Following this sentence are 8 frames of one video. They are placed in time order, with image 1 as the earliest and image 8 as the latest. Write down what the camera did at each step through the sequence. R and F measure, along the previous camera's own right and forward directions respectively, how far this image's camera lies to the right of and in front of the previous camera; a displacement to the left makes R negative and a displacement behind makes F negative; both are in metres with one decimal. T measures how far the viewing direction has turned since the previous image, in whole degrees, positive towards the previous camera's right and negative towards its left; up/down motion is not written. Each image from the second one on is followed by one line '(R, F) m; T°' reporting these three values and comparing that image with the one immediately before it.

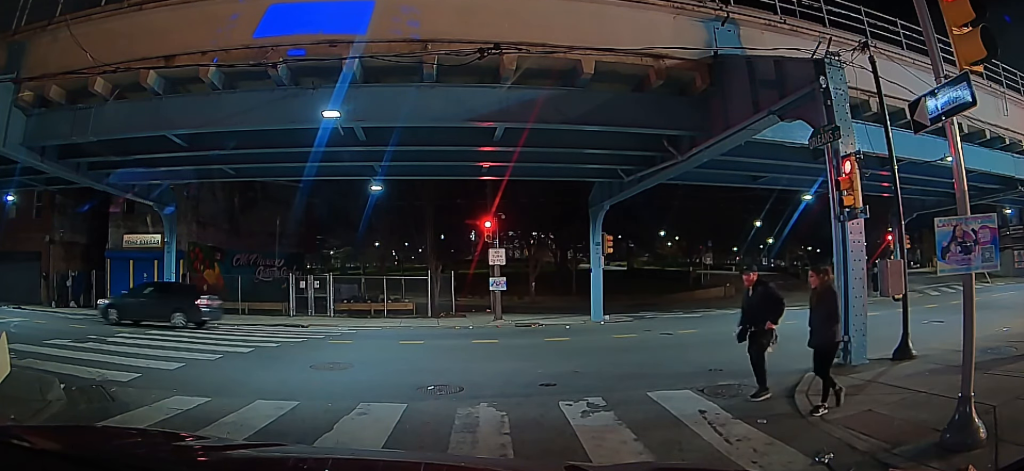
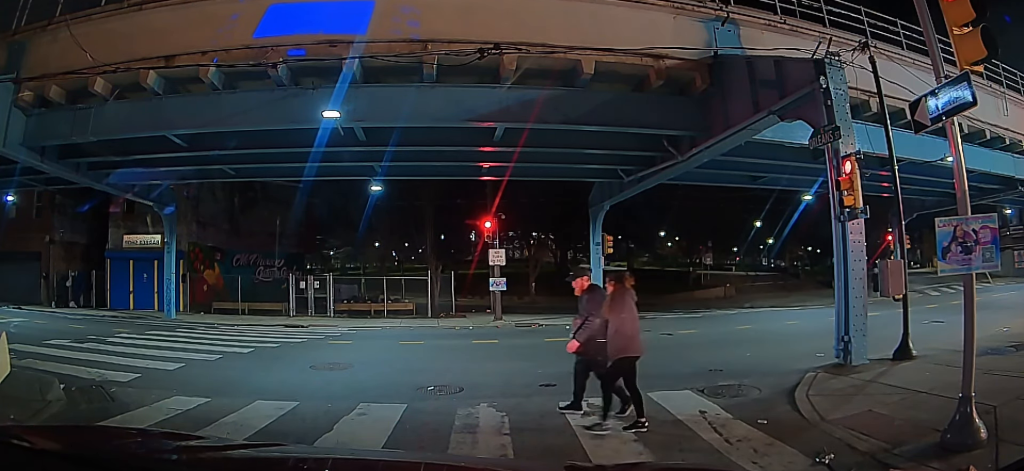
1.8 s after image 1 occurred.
(0.0, 0.0) m; 0°
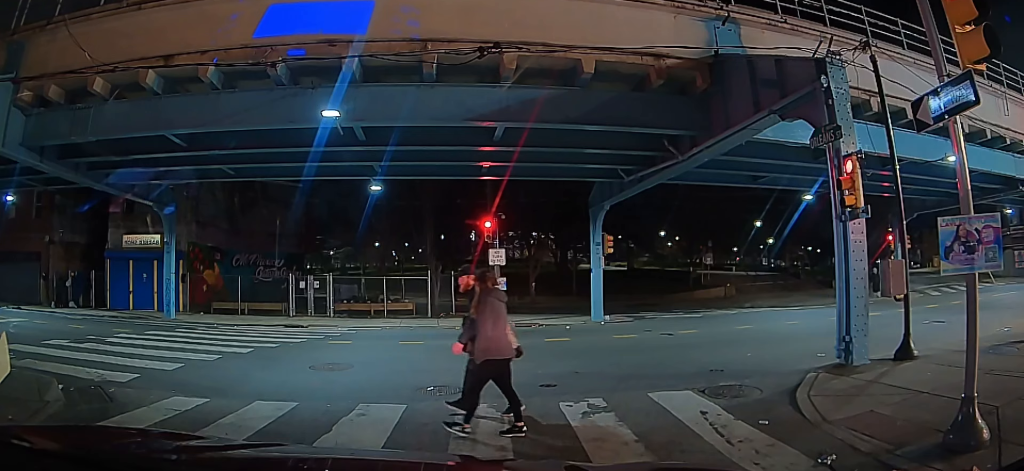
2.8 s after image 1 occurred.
(0.0, 0.0) m; 0°
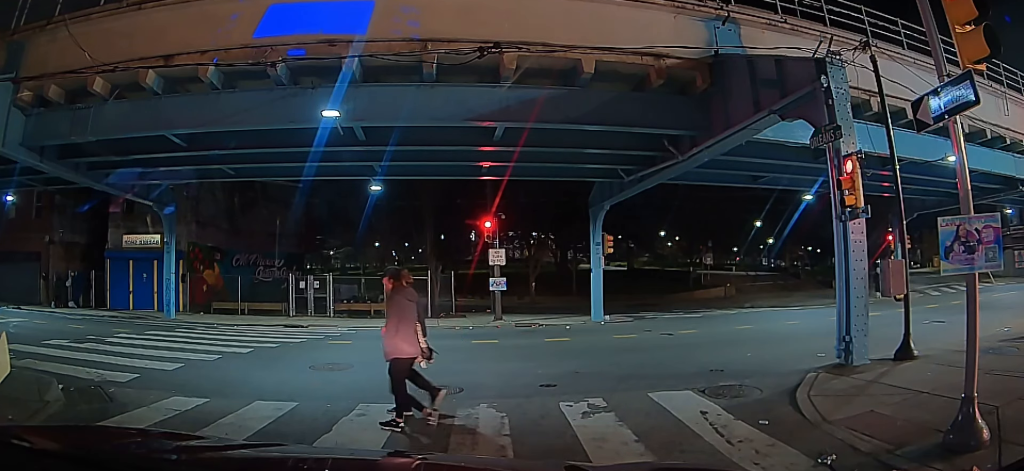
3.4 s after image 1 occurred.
(0.0, 0.0) m; 0°
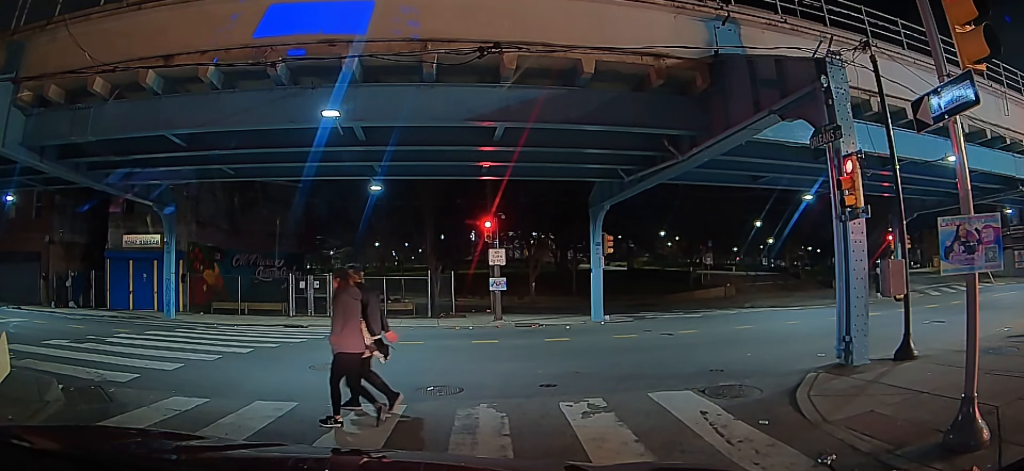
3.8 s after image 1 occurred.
(0.0, 0.0) m; 0°
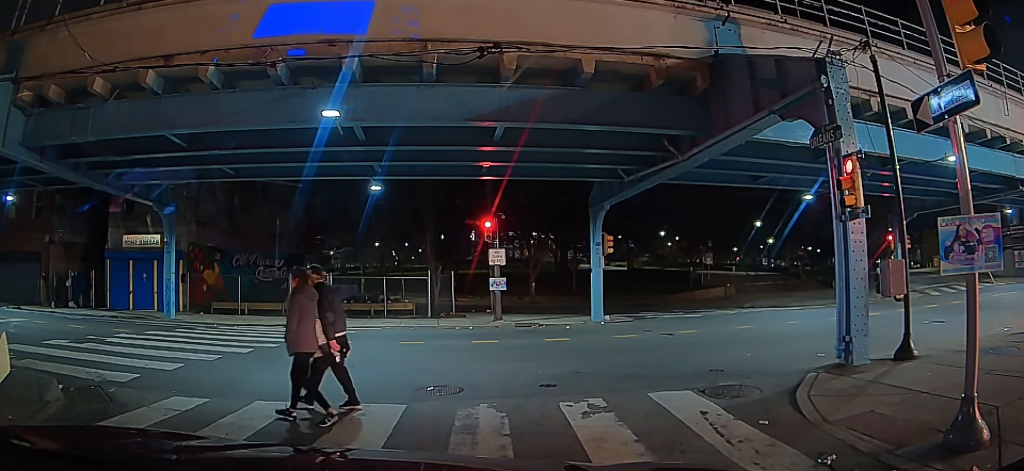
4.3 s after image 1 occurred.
(0.0, 0.0) m; 0°
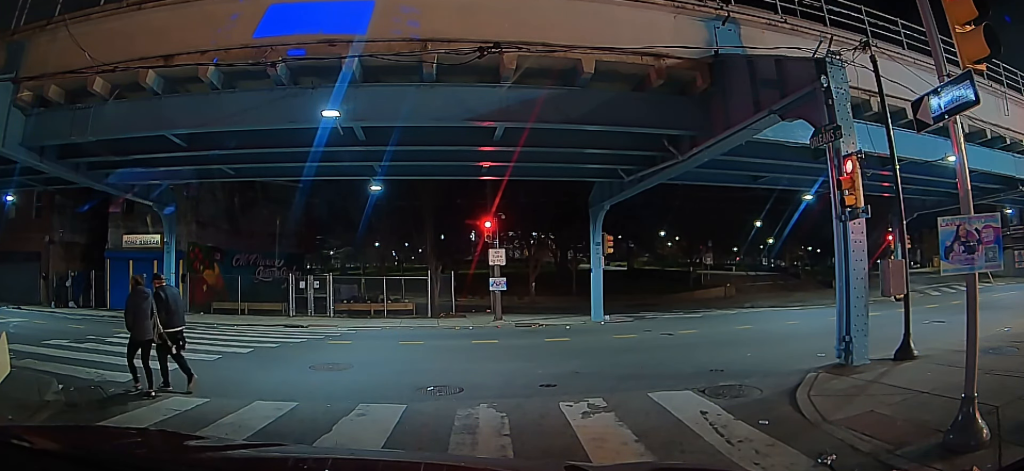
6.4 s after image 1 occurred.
(0.0, 0.0) m; 0°
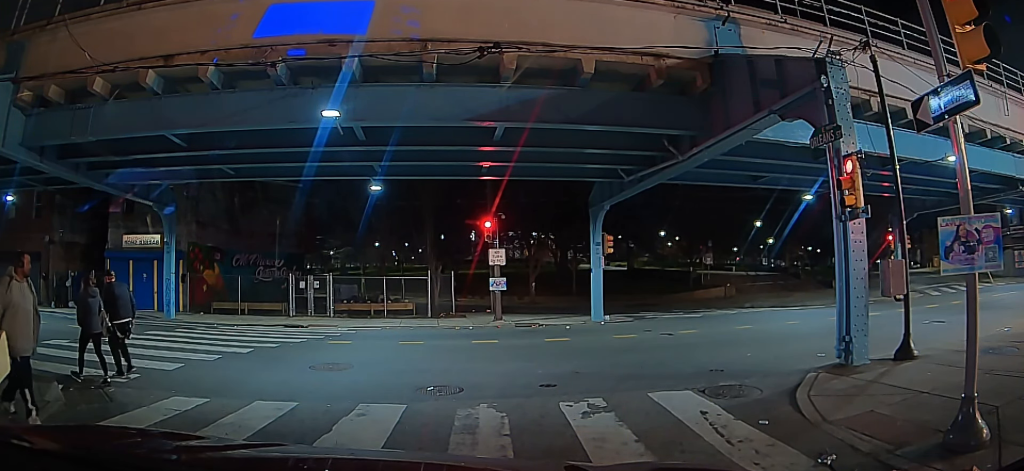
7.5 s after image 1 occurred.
(0.0, 0.0) m; 0°
